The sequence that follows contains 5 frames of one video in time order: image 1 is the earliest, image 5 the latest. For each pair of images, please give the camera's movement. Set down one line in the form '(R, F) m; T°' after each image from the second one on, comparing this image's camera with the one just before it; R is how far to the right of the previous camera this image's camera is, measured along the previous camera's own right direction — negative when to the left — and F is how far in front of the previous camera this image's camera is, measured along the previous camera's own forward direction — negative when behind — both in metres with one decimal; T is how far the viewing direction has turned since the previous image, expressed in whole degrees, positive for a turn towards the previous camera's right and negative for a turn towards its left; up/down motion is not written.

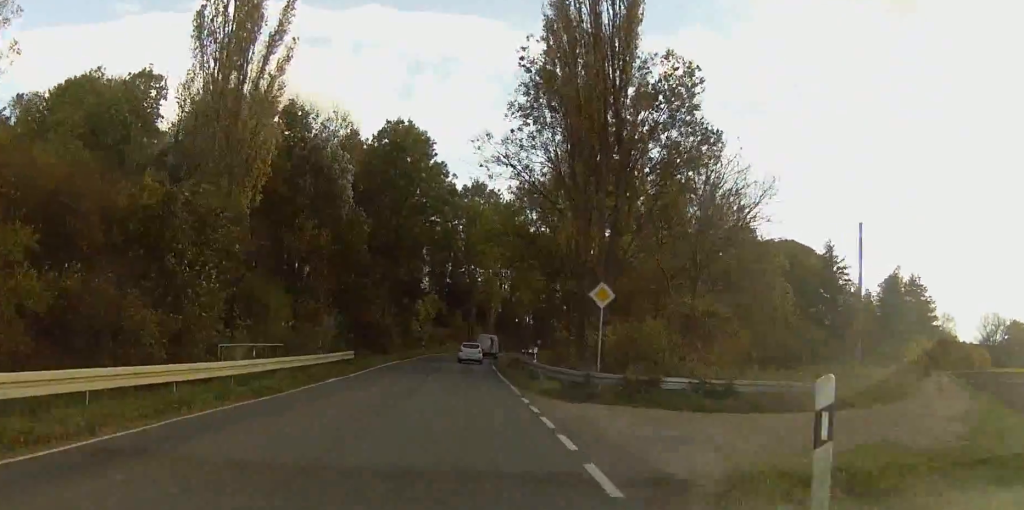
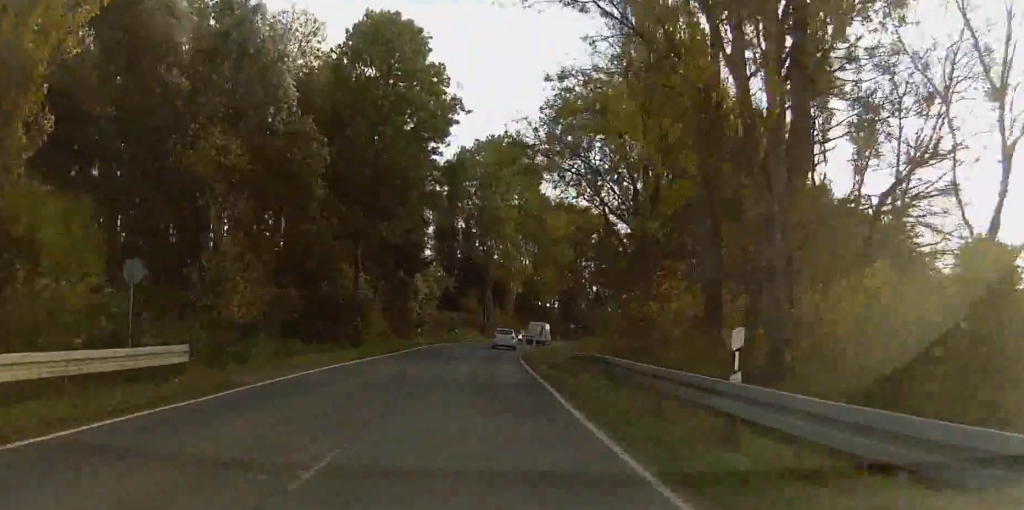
(-0.9, +25.1) m; -3°
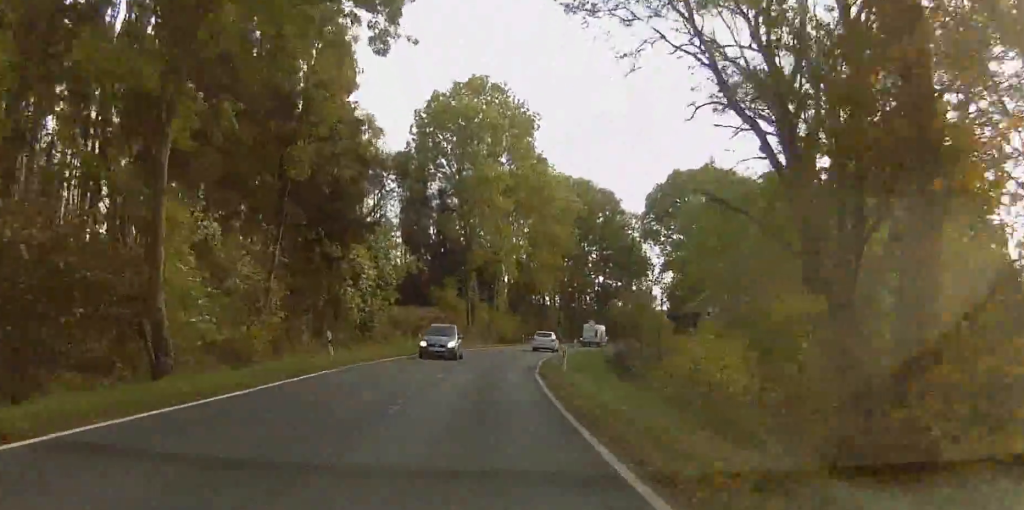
(-0.4, +30.5) m; -1°
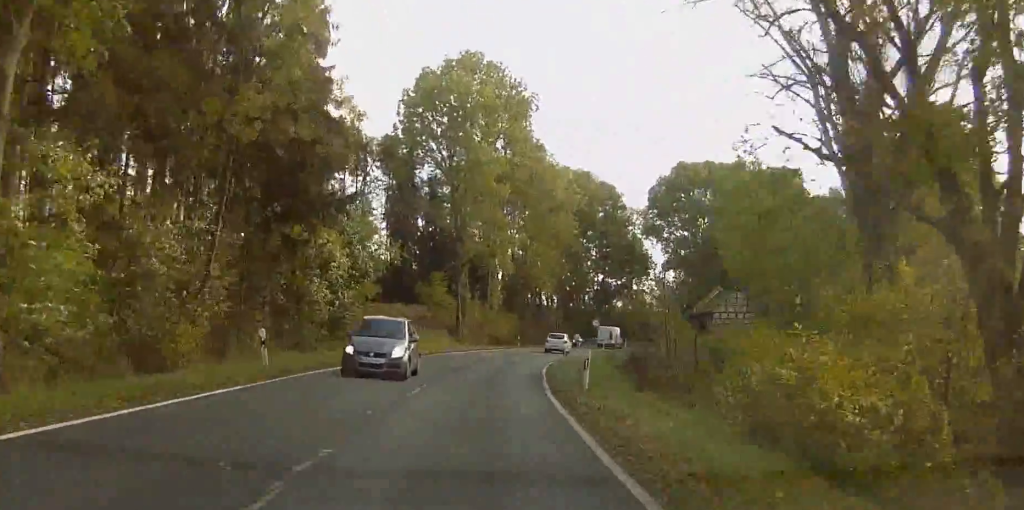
(+0.1, +7.9) m; +1°
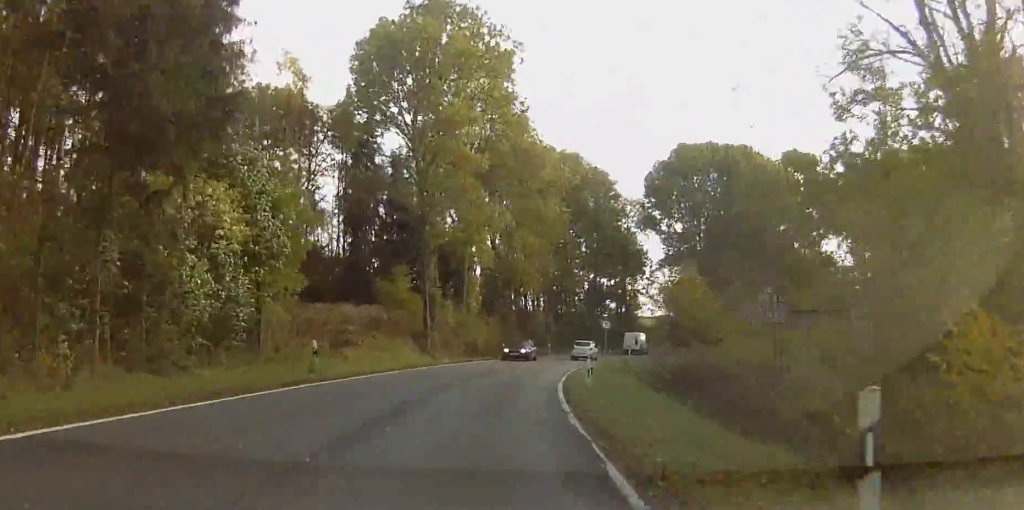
(+0.3, +15.9) m; +3°
